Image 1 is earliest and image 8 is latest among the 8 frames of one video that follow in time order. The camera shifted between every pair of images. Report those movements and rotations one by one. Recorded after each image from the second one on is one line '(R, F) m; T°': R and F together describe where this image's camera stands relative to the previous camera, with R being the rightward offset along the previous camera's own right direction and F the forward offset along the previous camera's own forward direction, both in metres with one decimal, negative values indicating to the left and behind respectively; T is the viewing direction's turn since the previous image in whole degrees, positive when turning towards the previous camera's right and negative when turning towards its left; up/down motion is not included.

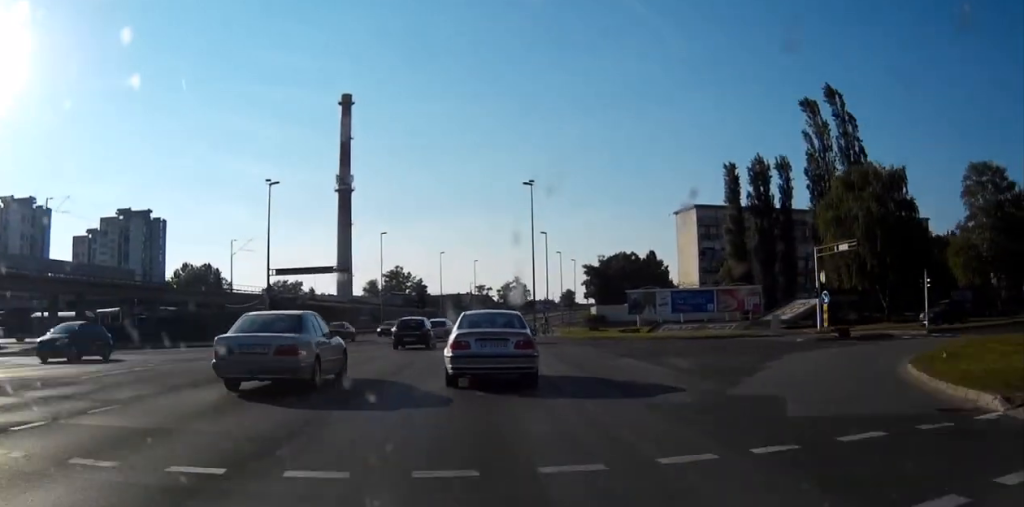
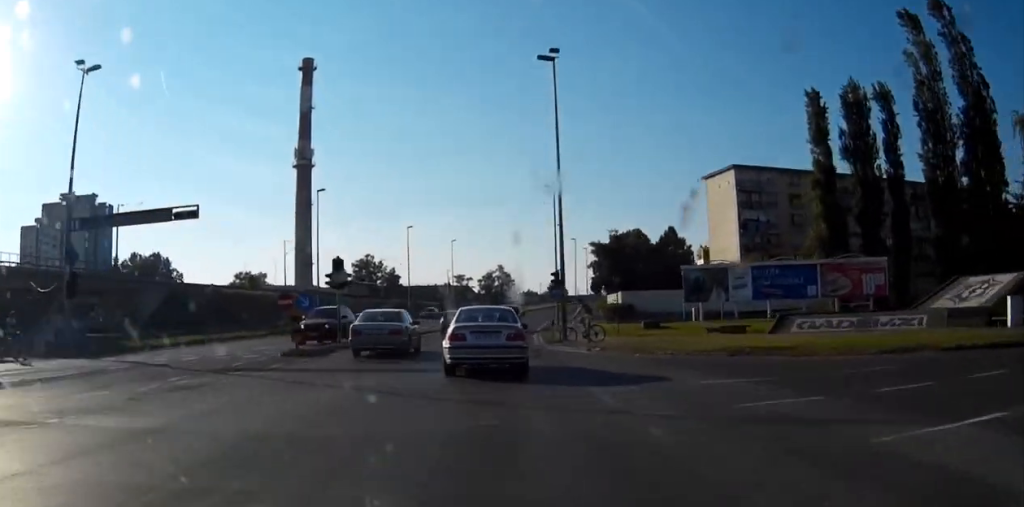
(+0.8, +30.9) m; +3°
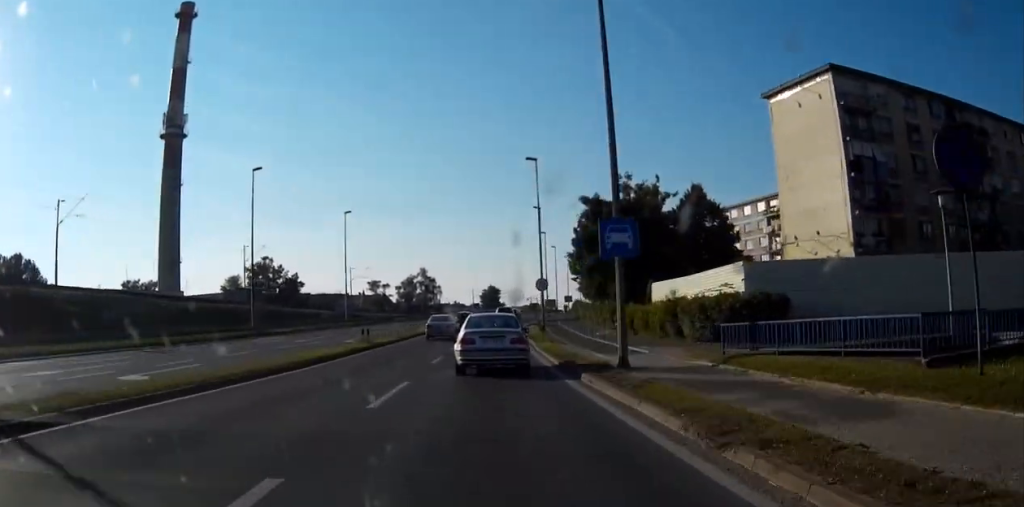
(+2.1, +52.5) m; +4°
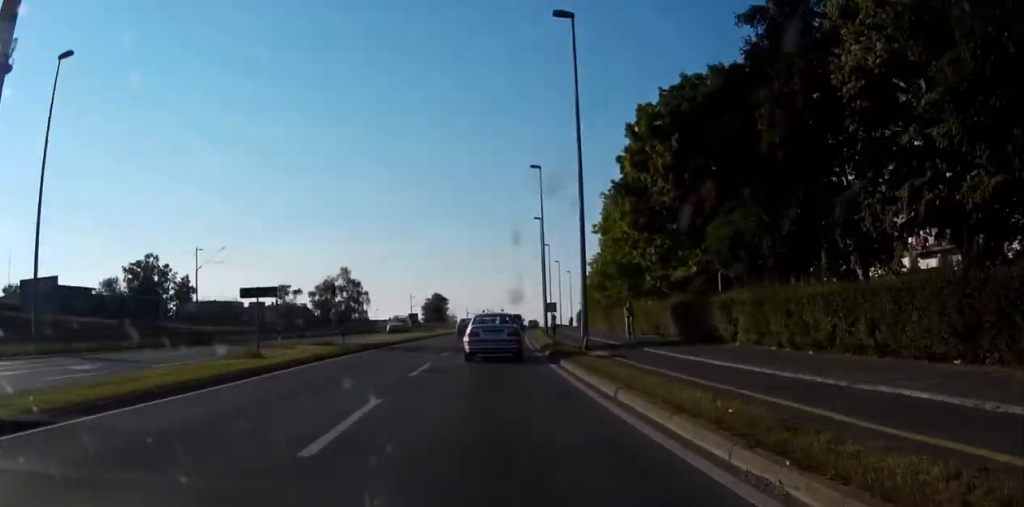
(+1.6, +55.5) m; +4°
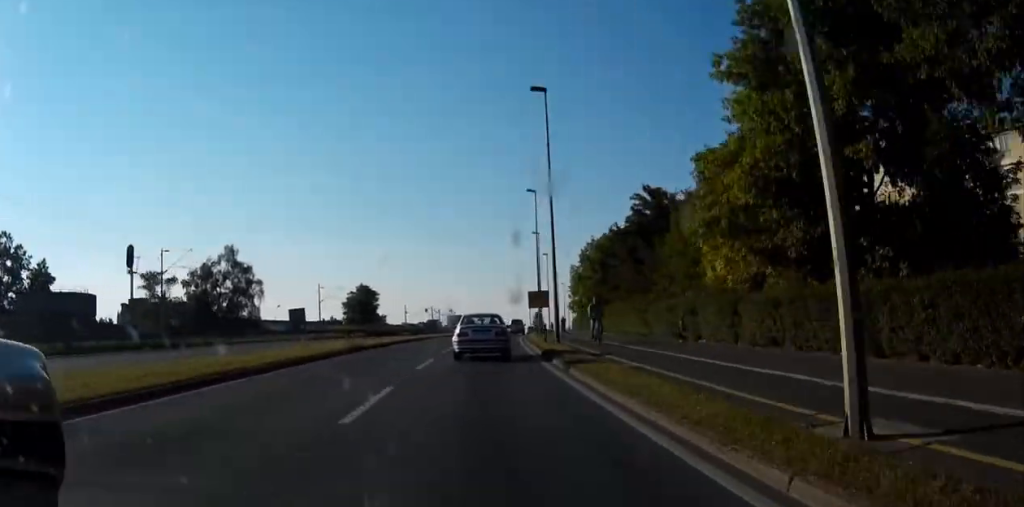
(+1.3, +47.7) m; +4°
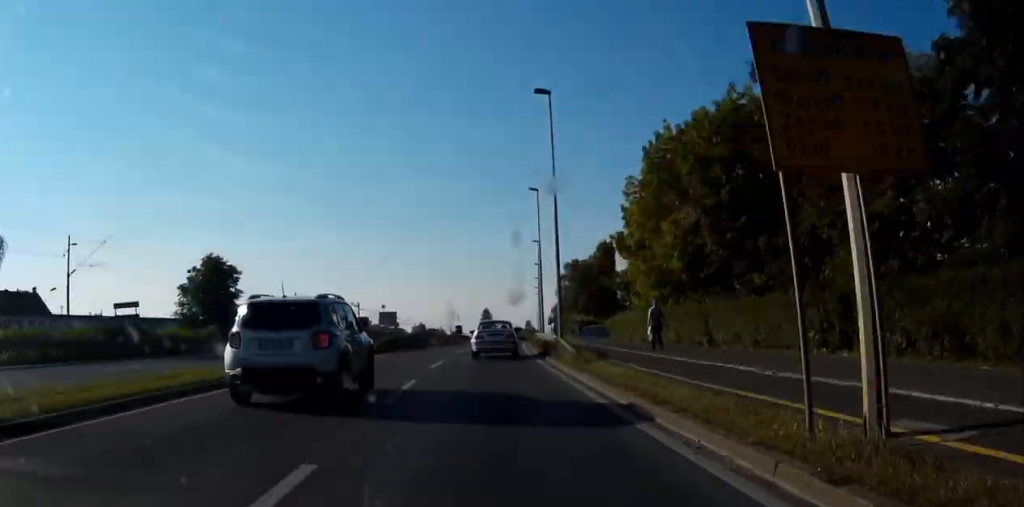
(+2.9, +60.9) m; +5°
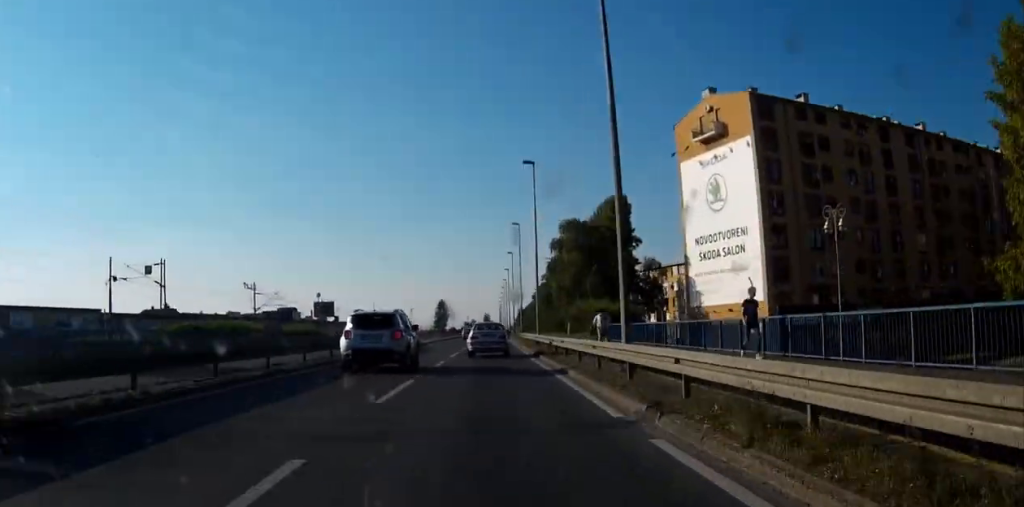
(+1.4, +46.4) m; +3°
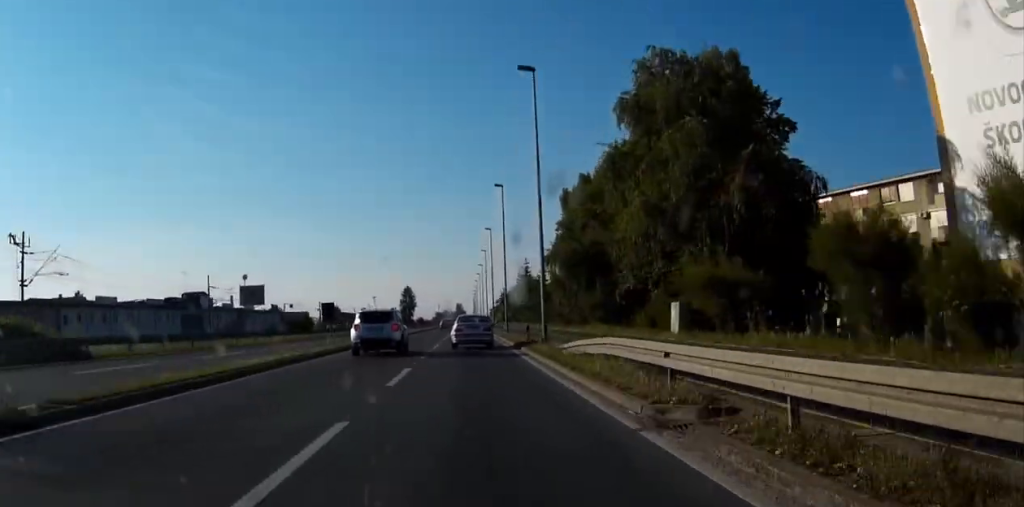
(+0.7, +48.6) m; 0°
